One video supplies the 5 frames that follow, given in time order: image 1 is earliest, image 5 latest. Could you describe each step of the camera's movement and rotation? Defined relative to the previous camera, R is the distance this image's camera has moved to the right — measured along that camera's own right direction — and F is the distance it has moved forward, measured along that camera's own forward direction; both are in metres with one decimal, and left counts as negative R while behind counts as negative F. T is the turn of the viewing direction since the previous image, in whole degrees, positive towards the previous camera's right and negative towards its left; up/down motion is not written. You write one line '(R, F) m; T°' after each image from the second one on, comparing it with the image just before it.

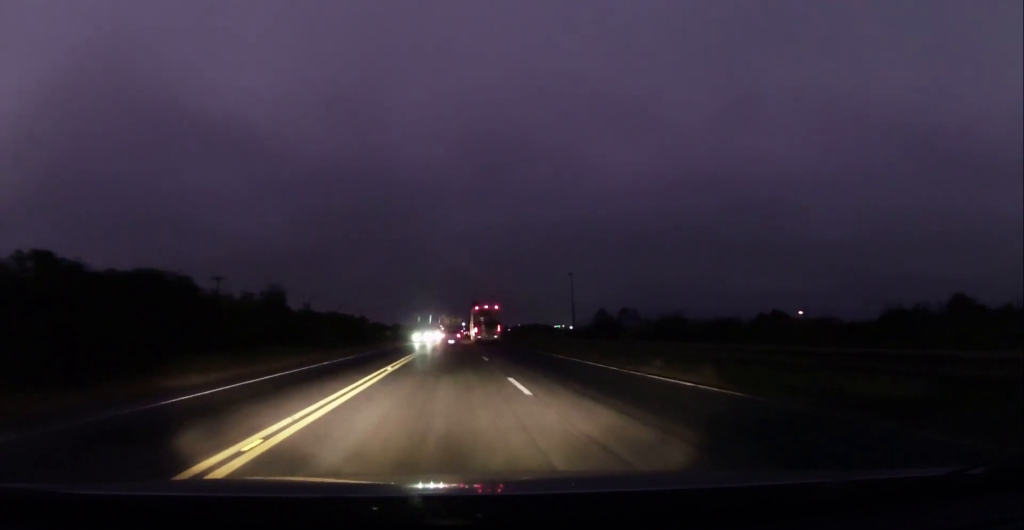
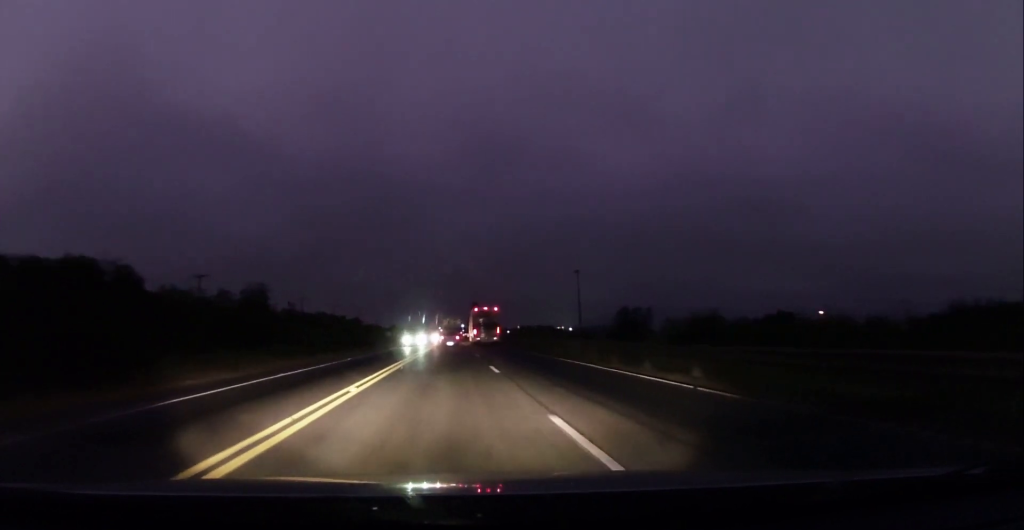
(0.0, +7.2) m; -1°
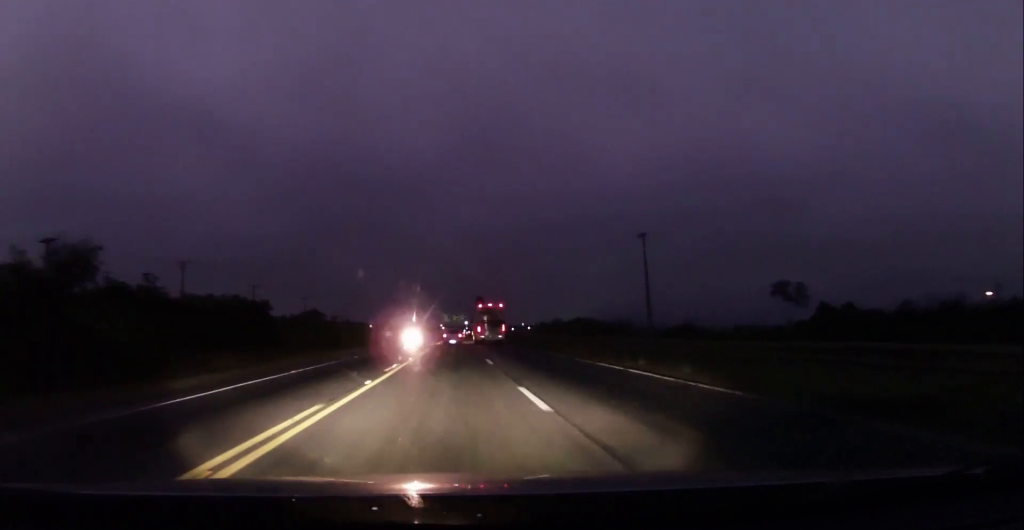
(+0.5, +38.7) m; +2°
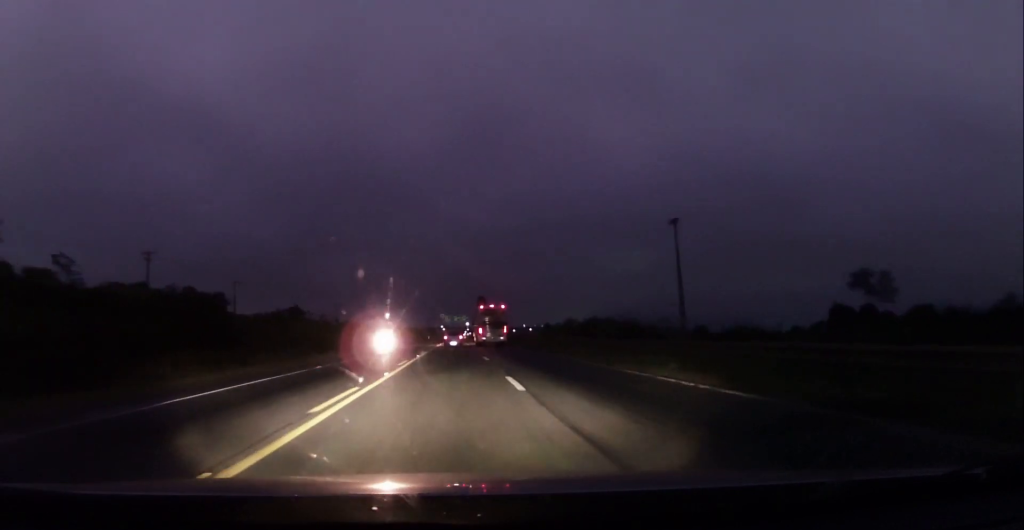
(-0.1, +10.7) m; 0°
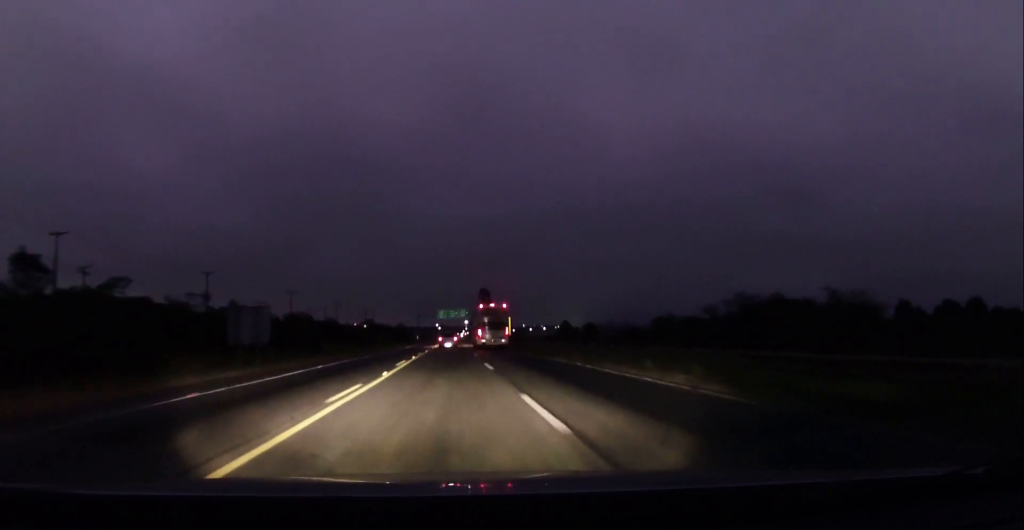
(+0.2, +49.6) m; 0°
